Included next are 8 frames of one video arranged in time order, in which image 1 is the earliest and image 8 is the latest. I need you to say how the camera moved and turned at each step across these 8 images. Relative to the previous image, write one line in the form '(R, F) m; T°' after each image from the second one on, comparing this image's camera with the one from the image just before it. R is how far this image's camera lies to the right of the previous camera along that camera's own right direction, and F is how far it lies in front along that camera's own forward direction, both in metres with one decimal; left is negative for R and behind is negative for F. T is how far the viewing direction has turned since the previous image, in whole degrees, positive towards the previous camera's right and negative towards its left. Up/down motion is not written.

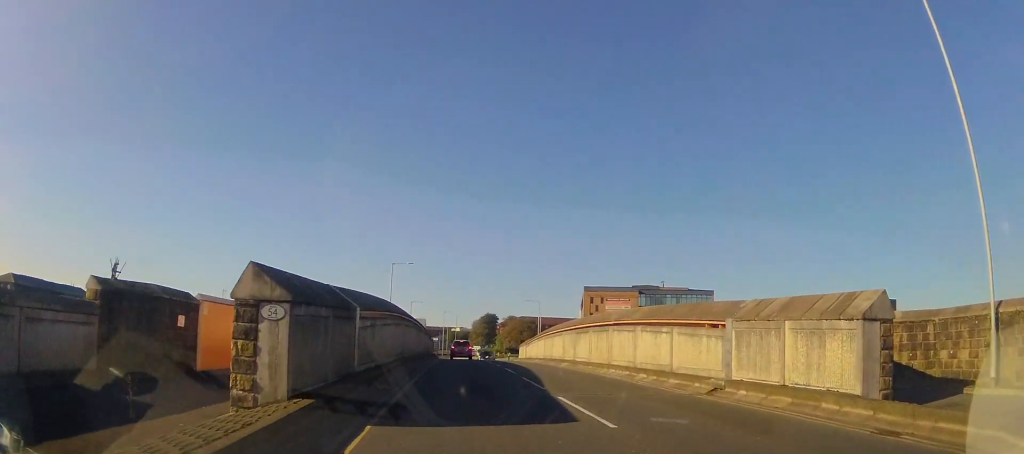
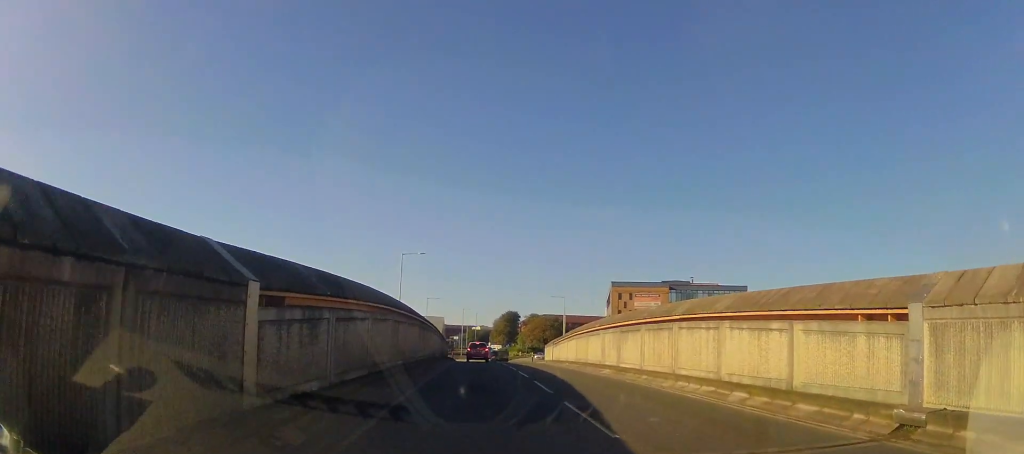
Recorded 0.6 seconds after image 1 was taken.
(-0.2, +6.4) m; -1°
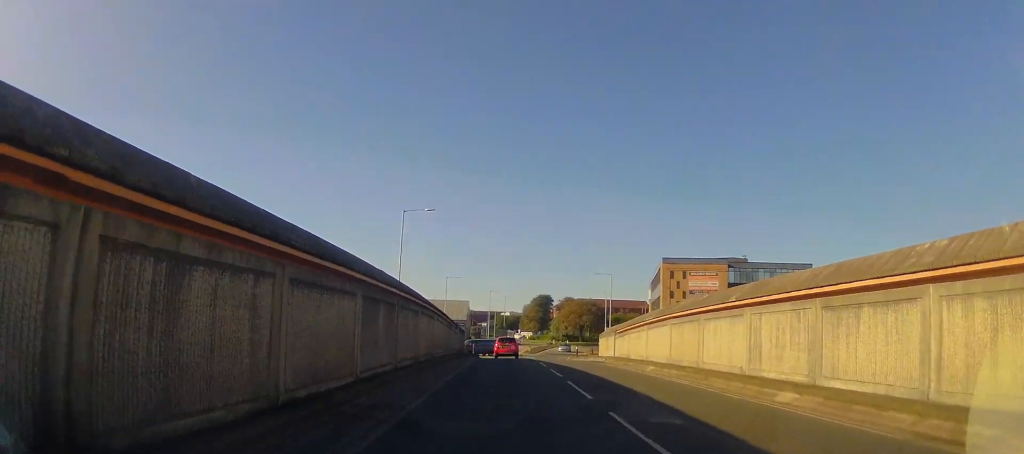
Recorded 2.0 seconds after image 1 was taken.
(-0.3, +14.4) m; -3°
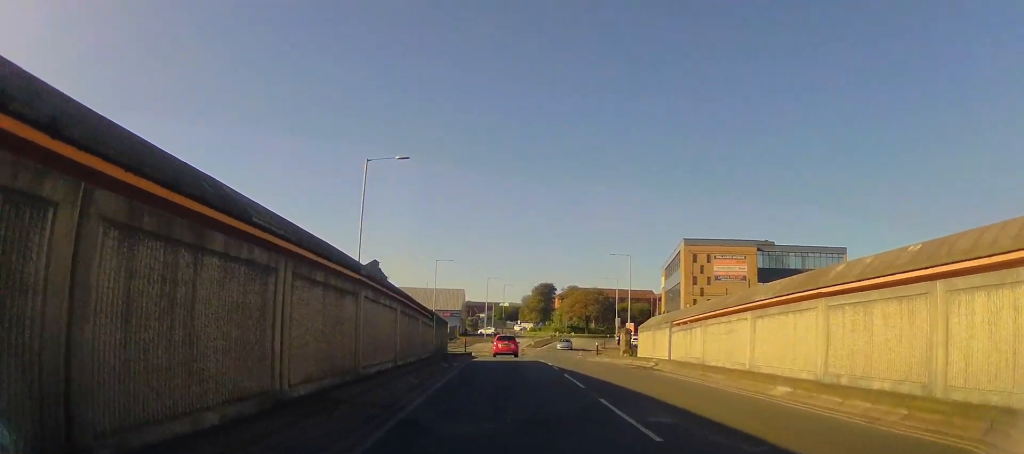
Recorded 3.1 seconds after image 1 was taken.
(-0.2, +11.0) m; 0°
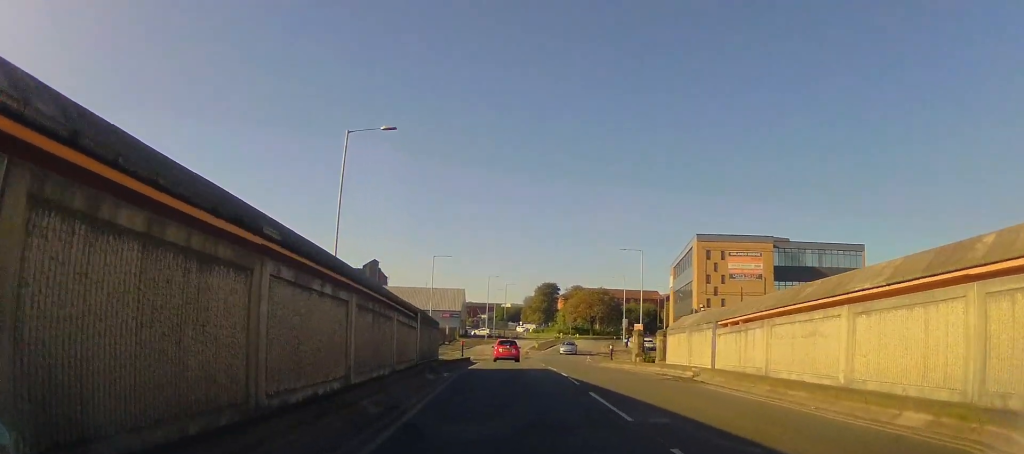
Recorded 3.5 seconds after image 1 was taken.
(+0.2, +4.5) m; 0°
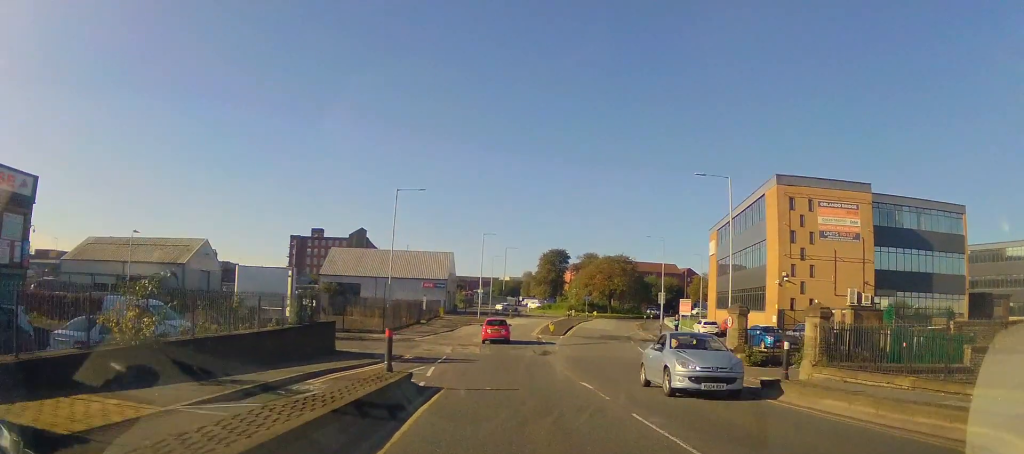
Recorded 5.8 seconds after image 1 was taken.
(+0.6, +21.7) m; +4°
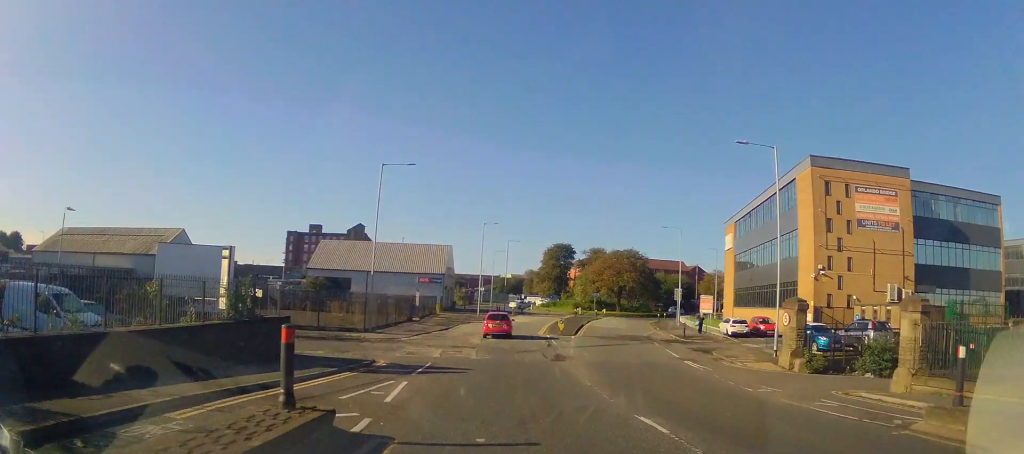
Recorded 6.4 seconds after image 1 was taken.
(-0.3, +5.7) m; 0°
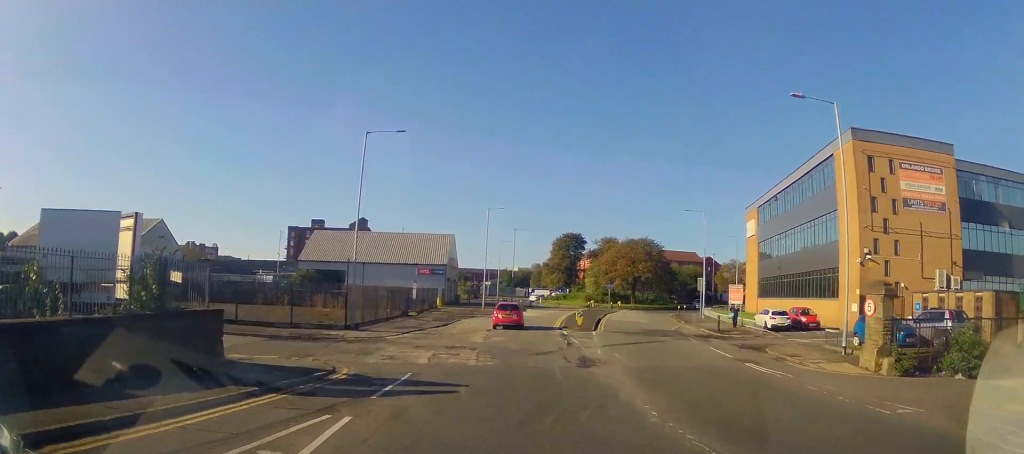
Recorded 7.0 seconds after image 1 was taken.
(-0.1, +5.4) m; 0°
